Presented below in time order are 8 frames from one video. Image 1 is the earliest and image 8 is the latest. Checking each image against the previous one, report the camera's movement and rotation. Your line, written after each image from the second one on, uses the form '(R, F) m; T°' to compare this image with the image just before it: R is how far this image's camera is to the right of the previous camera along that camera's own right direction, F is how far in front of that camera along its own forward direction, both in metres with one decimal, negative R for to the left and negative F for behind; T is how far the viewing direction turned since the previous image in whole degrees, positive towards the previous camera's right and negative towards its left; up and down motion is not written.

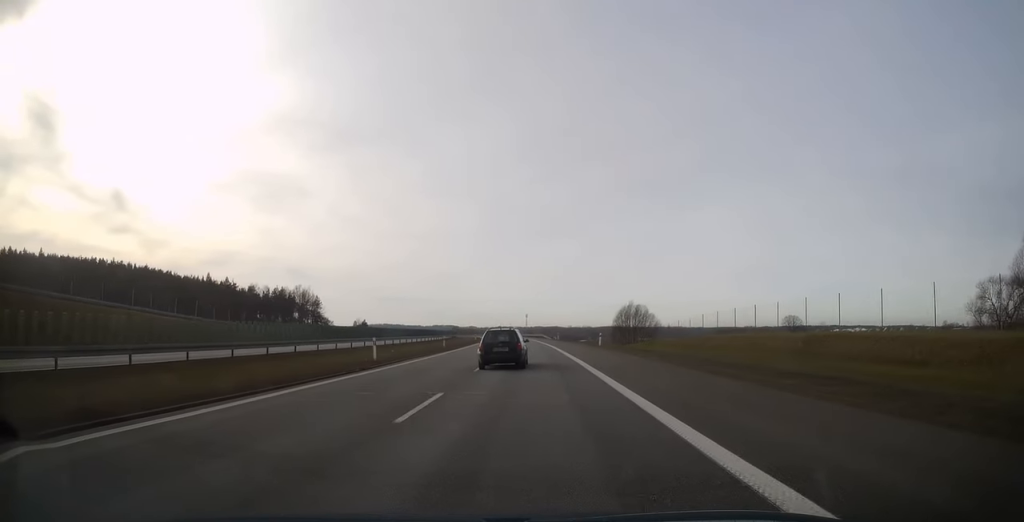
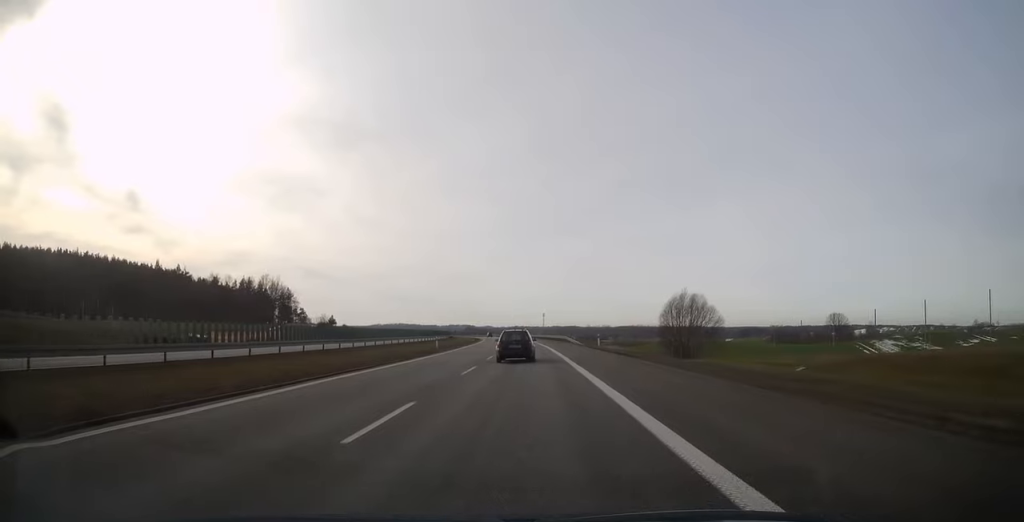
(-0.8, +49.1) m; -2°
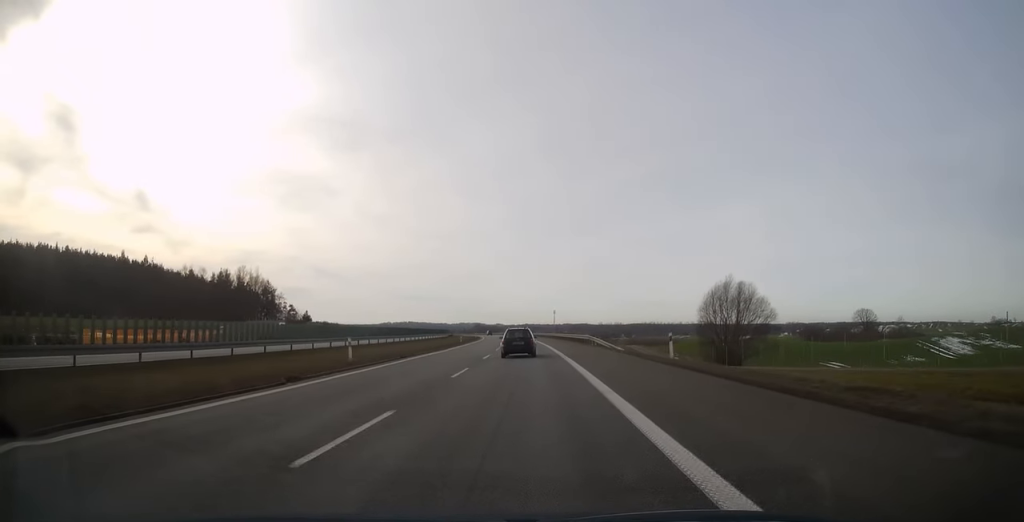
(0.0, +25.6) m; 0°
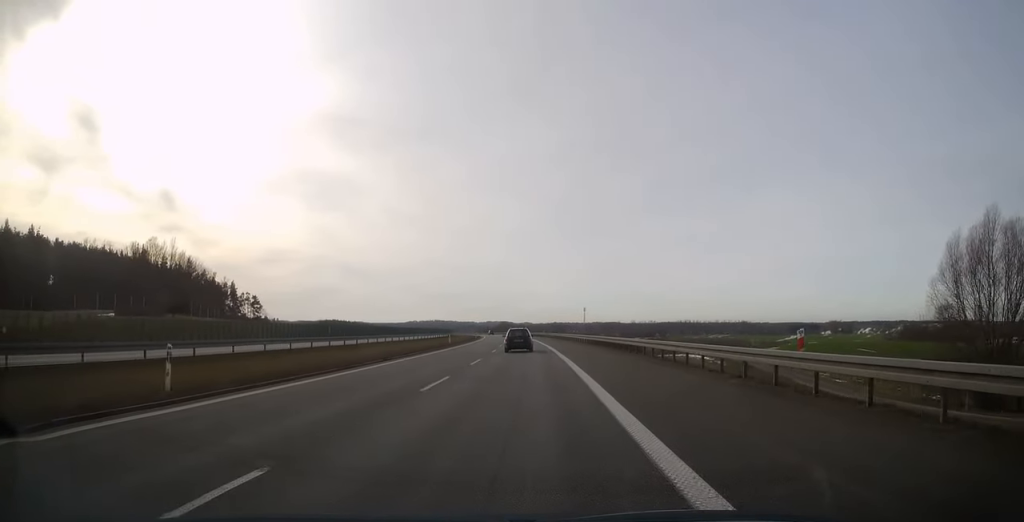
(-1.7, +63.3) m; -3°
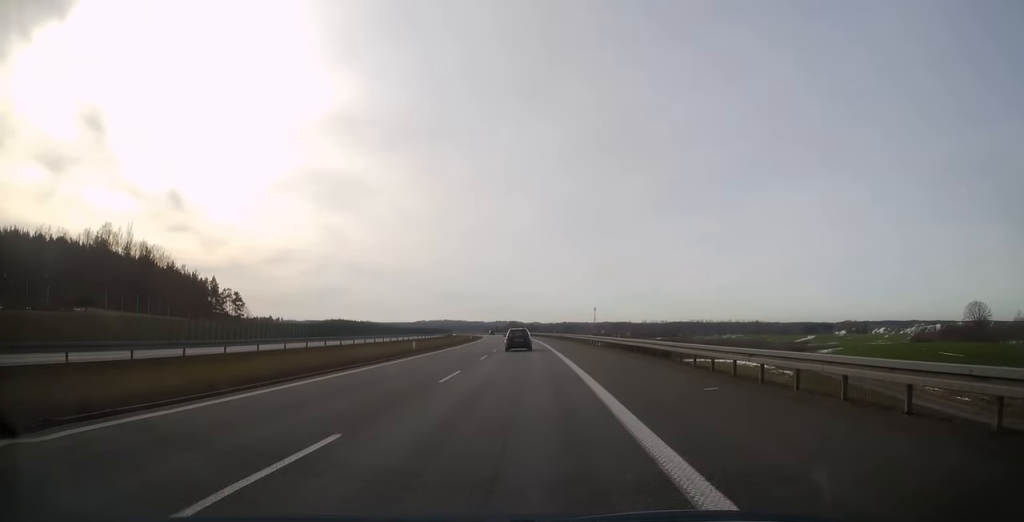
(-0.3, +21.0) m; -1°
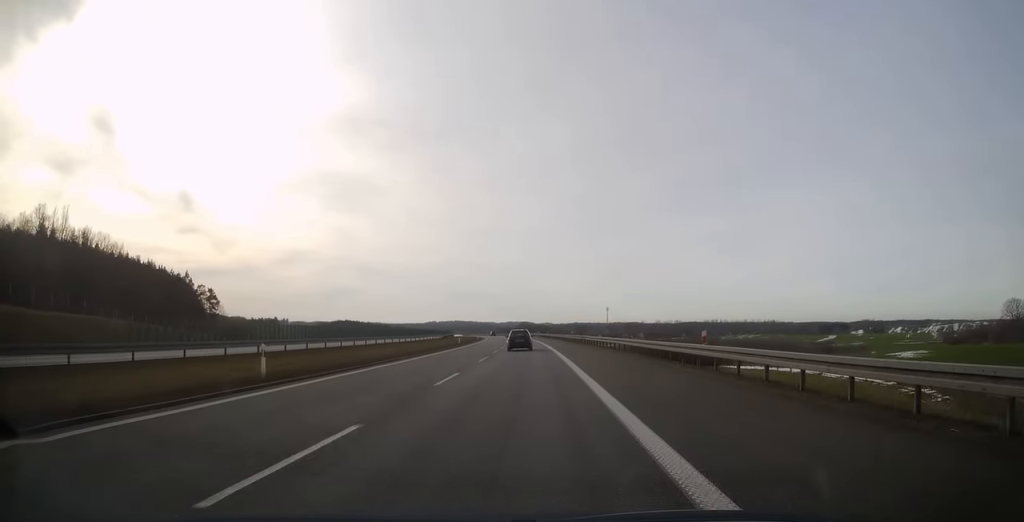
(-0.2, +24.0) m; -1°
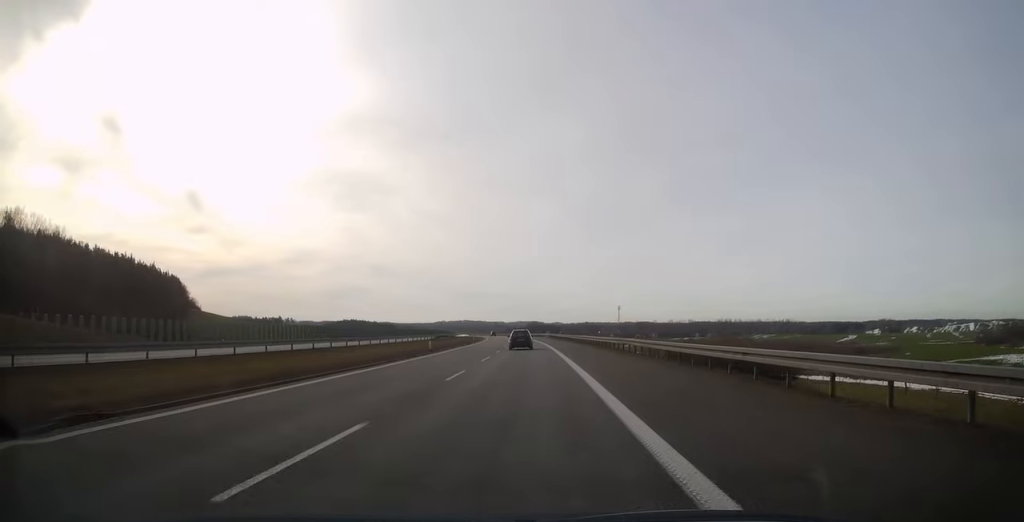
(-0.1, +23.0) m; -1°
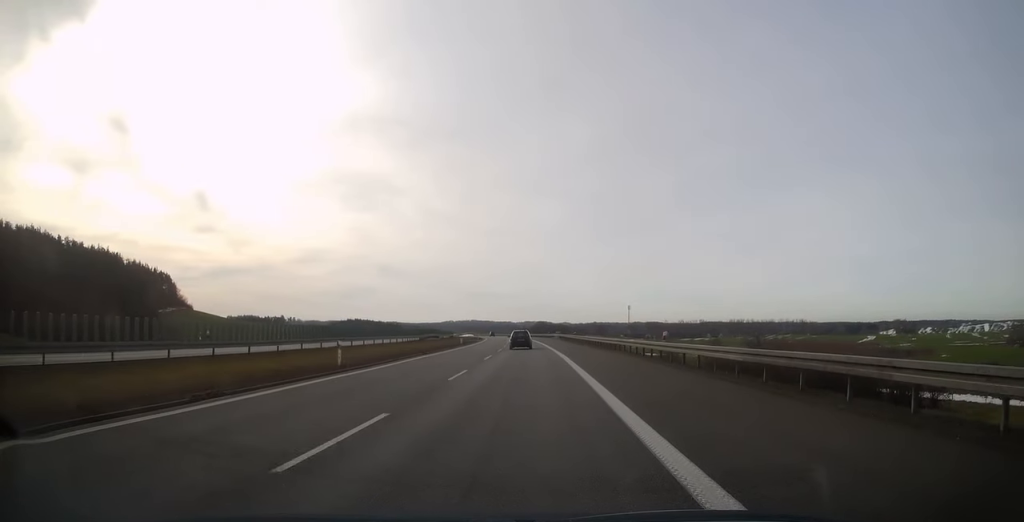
(0.0, +22.5) m; -1°
